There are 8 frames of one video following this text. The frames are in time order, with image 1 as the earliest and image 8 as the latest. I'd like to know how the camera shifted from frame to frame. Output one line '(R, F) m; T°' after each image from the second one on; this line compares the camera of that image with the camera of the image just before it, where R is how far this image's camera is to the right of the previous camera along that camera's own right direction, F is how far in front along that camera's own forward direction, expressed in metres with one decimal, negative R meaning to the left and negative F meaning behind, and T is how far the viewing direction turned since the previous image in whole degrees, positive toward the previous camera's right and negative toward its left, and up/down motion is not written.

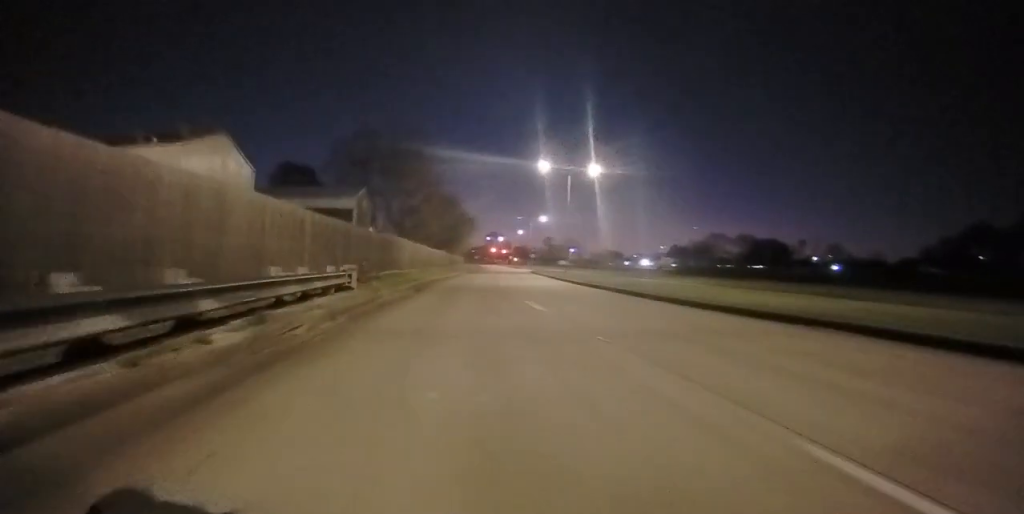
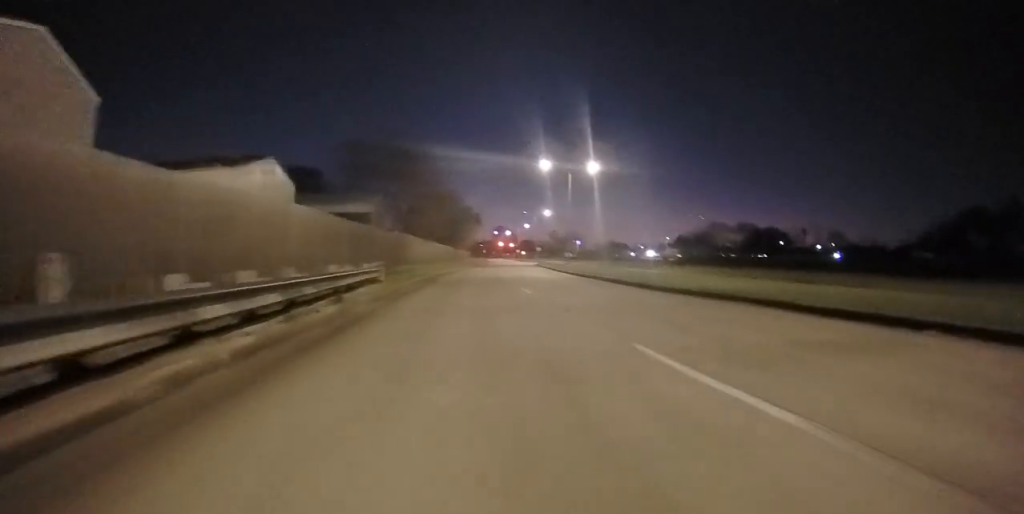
(0.0, +3.3) m; 0°
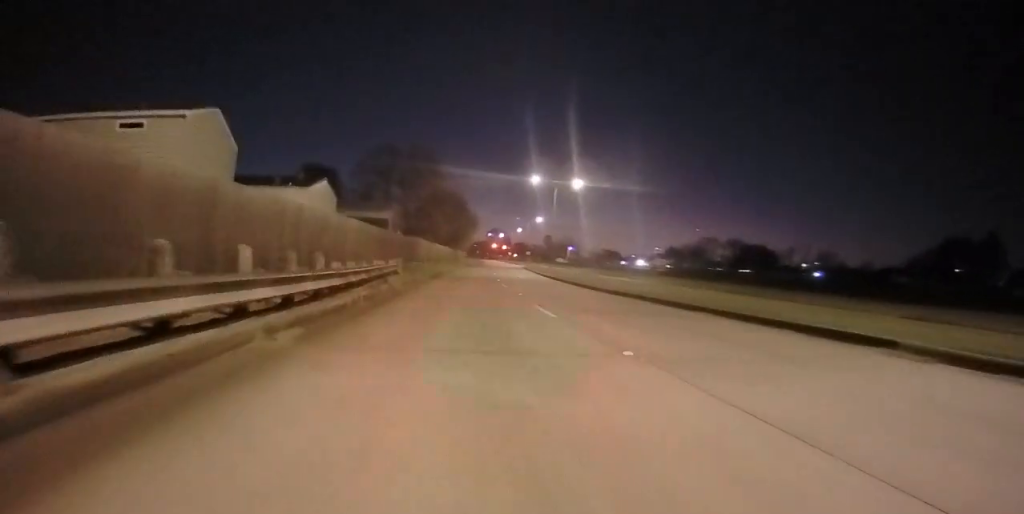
(0.0, +7.3) m; 0°
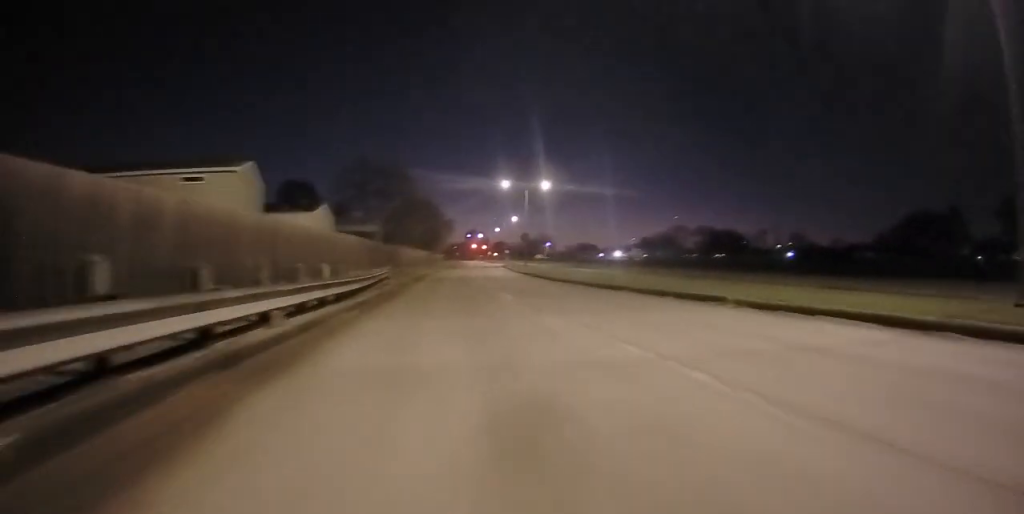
(0.0, +4.9) m; 0°
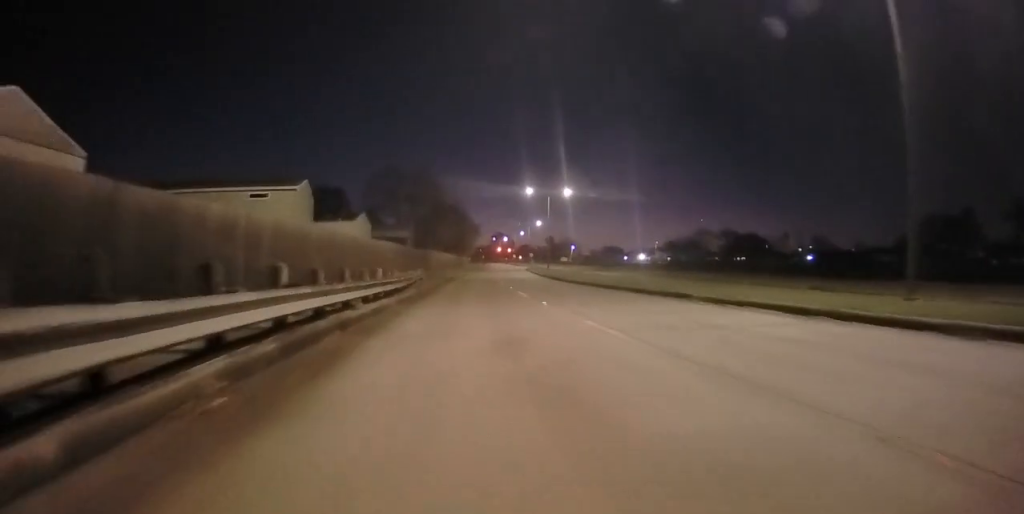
(0.0, +3.5) m; 0°
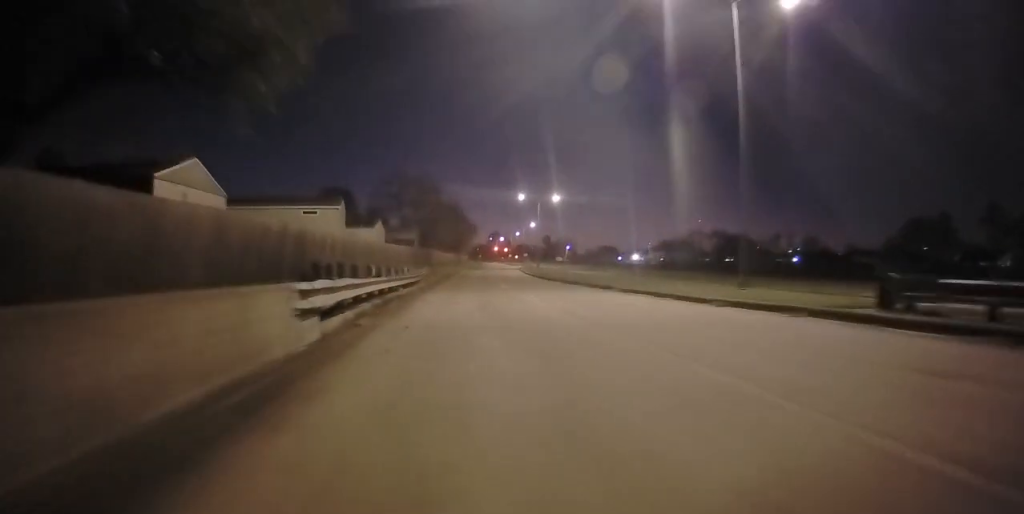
(0.0, +7.3) m; 0°
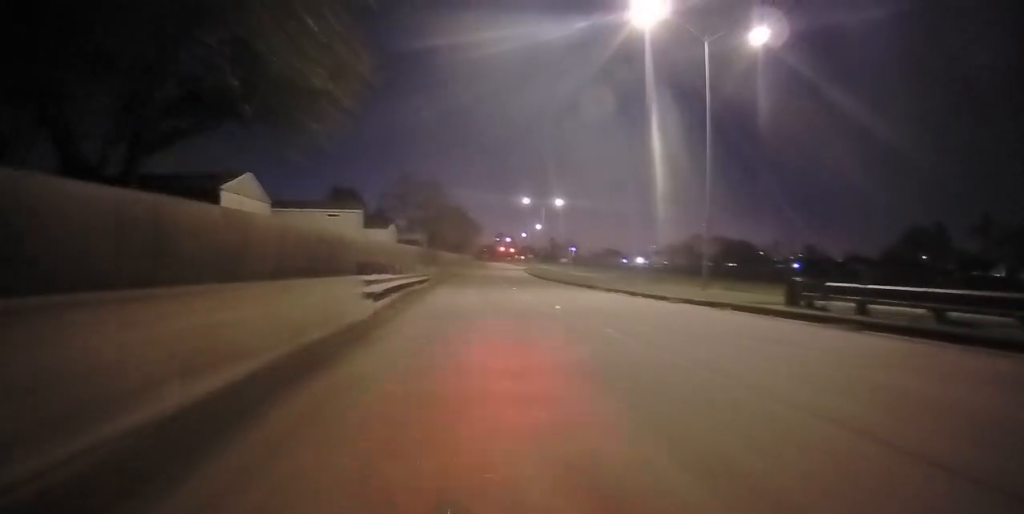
(0.0, +3.3) m; 0°
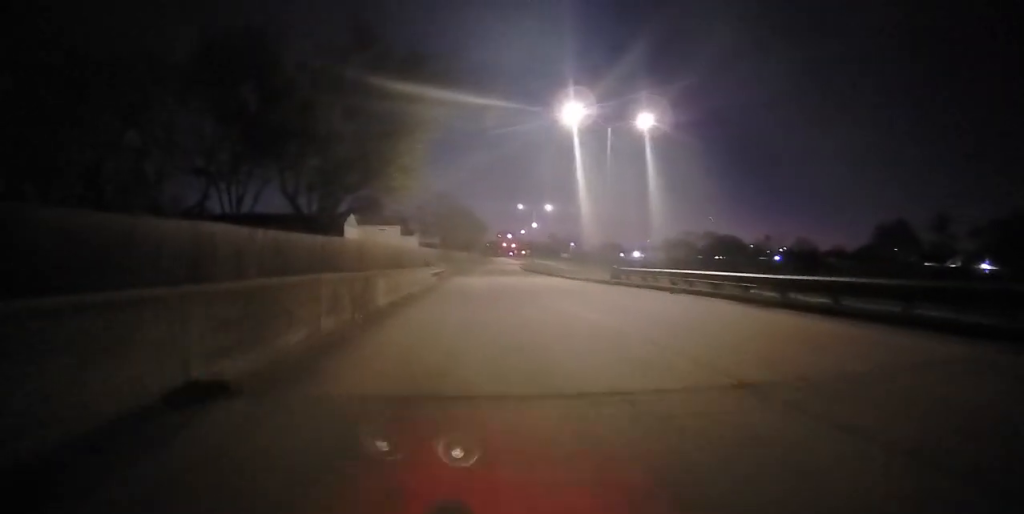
(0.0, +15.3) m; 0°
